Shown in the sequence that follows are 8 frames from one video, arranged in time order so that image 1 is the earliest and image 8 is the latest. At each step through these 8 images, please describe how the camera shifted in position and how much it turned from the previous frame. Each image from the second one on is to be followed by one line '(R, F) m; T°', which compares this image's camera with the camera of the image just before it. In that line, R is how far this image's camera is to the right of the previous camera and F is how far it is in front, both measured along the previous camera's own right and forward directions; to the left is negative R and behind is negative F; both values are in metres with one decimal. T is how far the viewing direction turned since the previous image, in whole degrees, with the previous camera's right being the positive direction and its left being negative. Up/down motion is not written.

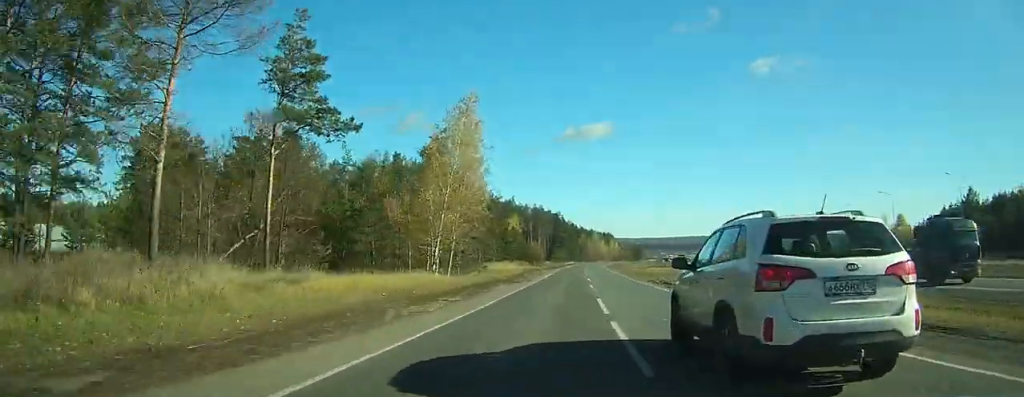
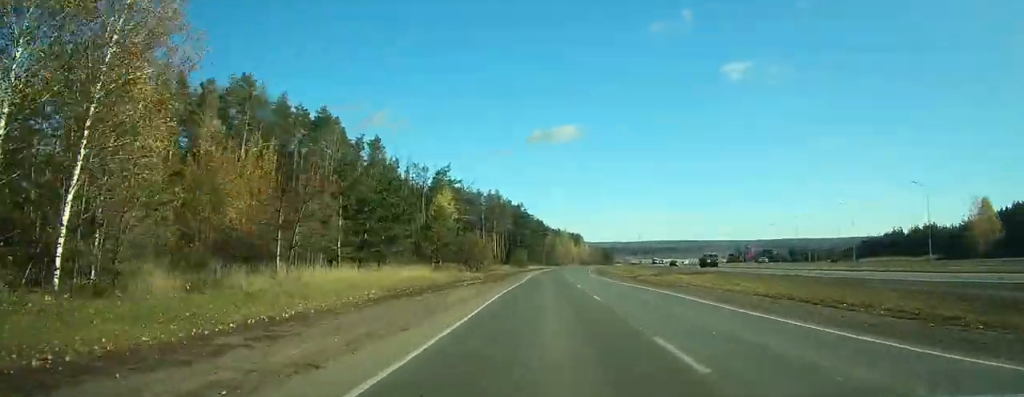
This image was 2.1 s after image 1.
(+1.5, +46.2) m; +2°
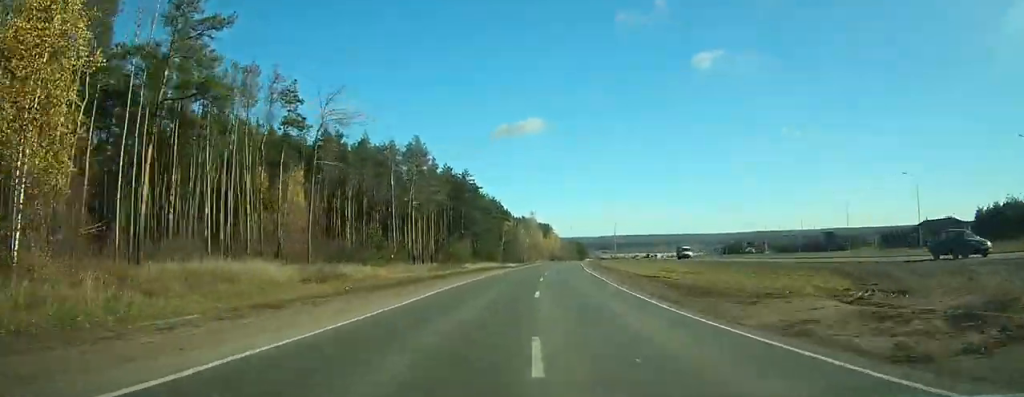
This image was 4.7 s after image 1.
(+0.4, +61.0) m; +1°
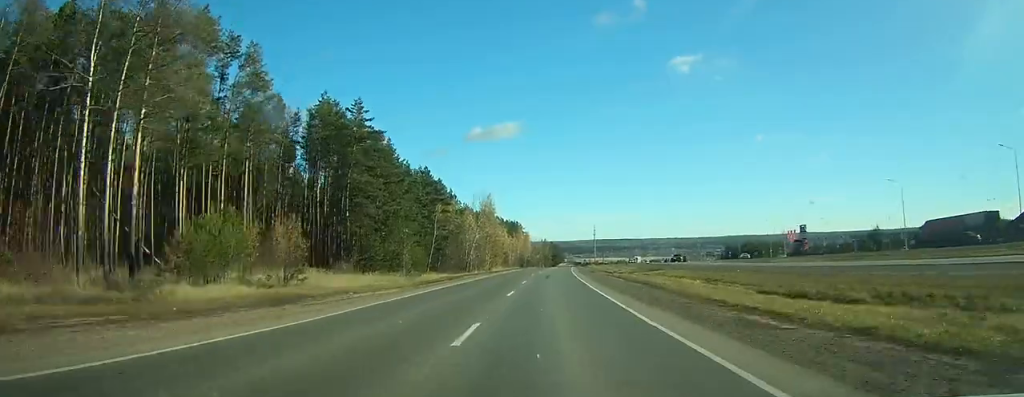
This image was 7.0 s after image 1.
(+0.7, +57.0) m; +3°
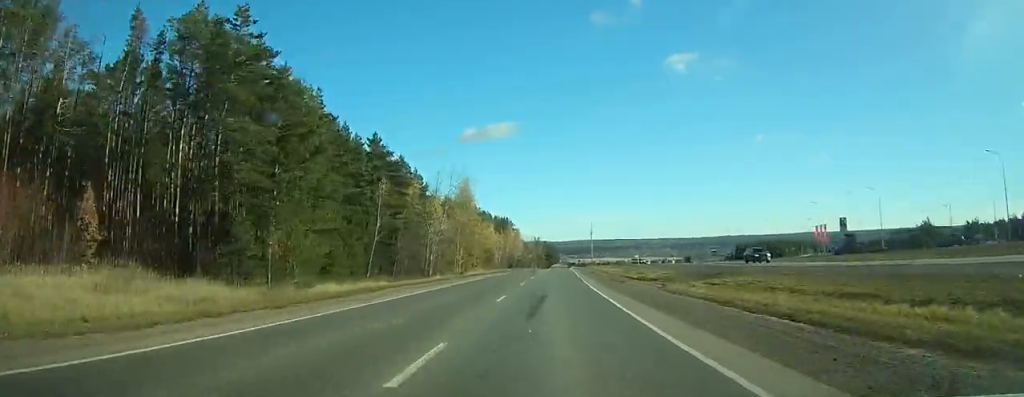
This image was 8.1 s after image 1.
(+0.8, +24.9) m; +2°
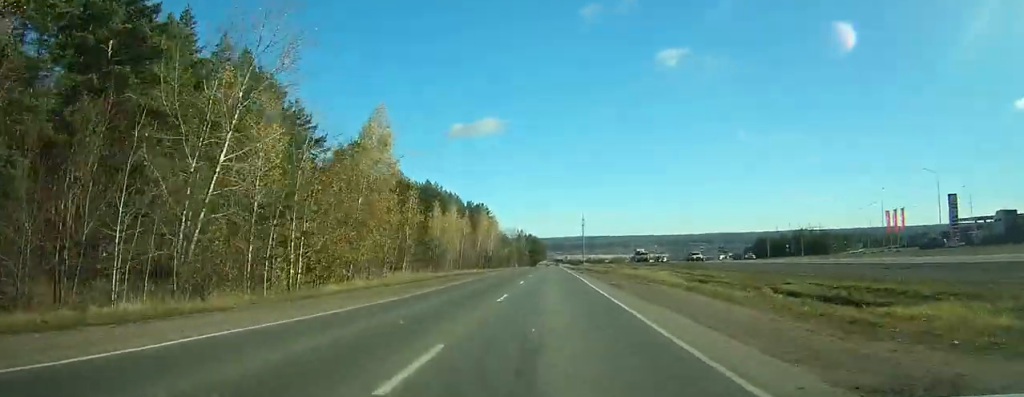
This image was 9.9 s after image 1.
(+1.1, +40.4) m; +2°
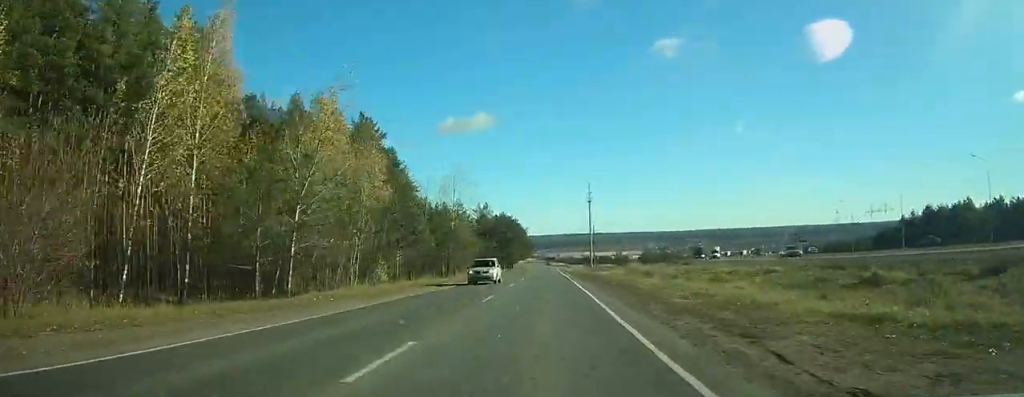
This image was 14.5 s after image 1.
(+1.7, +107.7) m; +1°
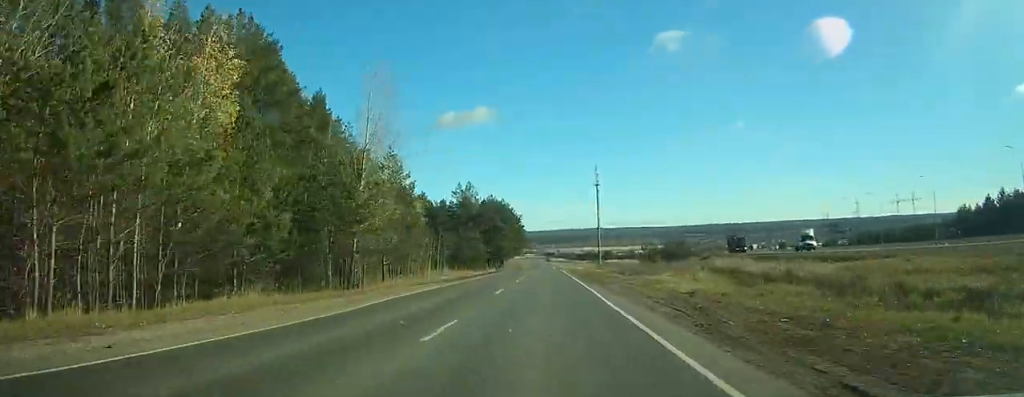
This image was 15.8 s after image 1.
(-0.2, +31.7) m; 0°
